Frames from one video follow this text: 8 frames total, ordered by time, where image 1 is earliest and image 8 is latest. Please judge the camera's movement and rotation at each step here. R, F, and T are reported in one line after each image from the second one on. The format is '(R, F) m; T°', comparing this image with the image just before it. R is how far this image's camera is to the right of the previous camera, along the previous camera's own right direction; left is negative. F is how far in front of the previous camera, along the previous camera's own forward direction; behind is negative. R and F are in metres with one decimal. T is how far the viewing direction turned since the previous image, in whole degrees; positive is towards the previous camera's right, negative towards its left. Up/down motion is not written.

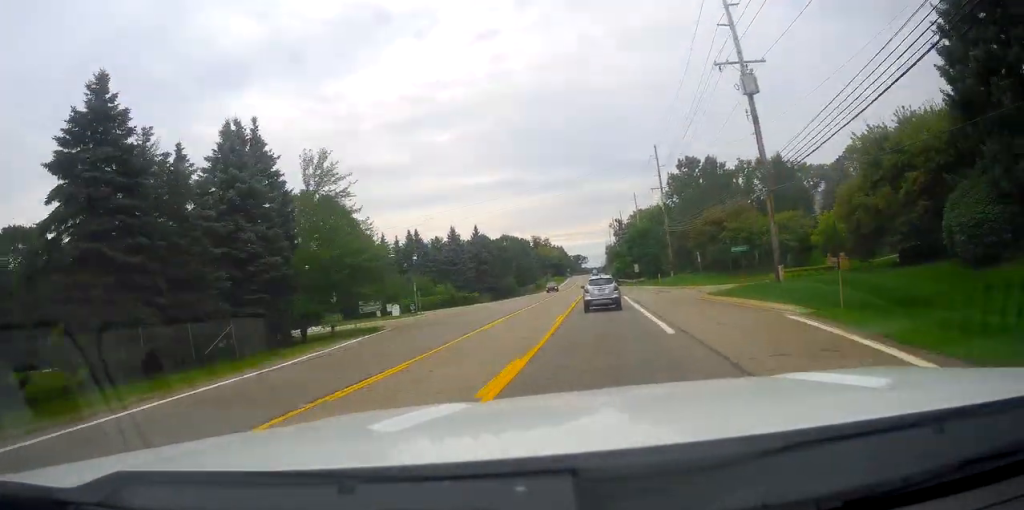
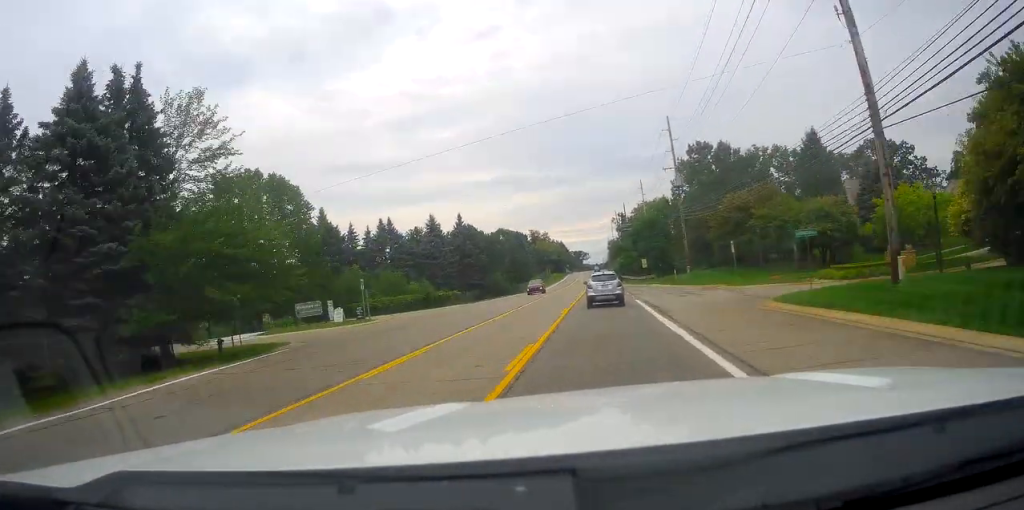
(0.0, +12.6) m; 0°
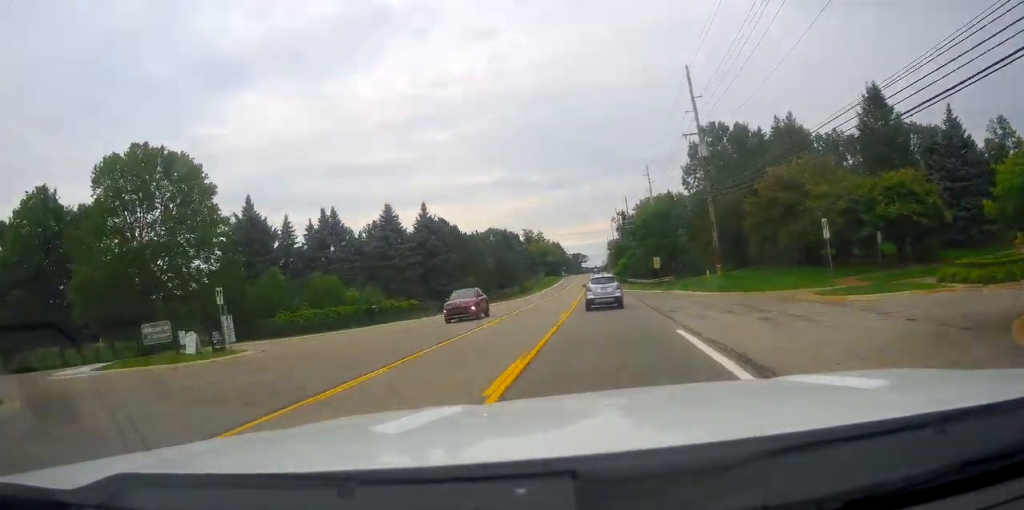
(0.0, +16.8) m; -1°
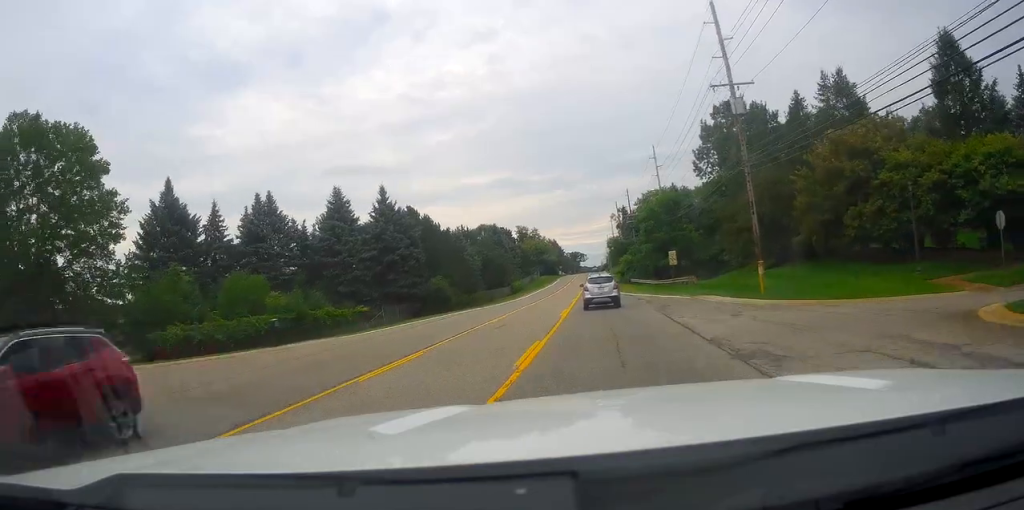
(-0.1, +12.9) m; 0°
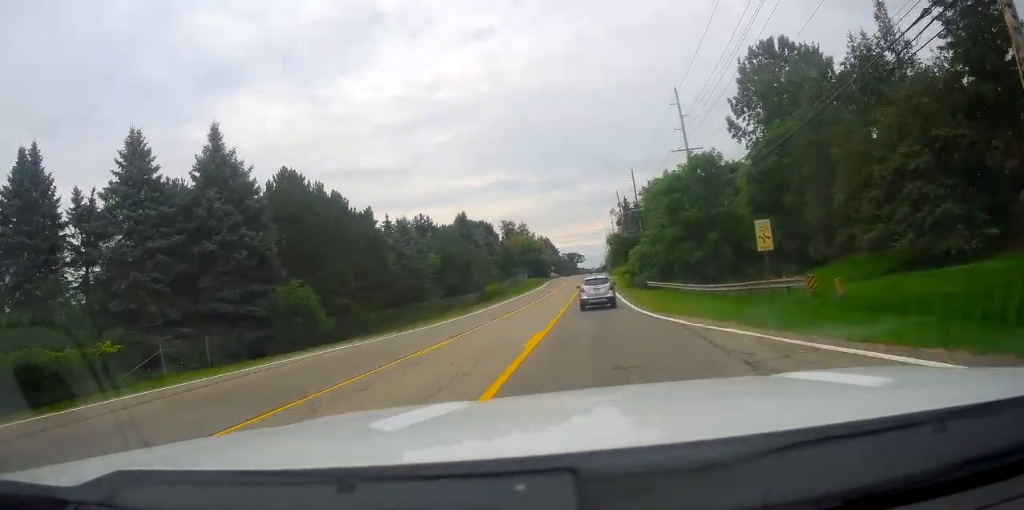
(0.0, +26.2) m; -1°
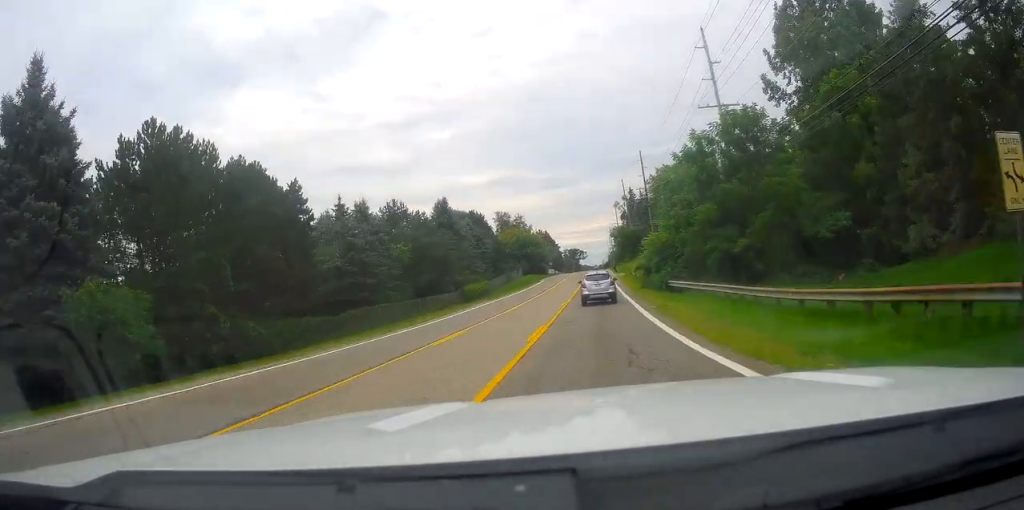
(0.0, +13.3) m; -1°
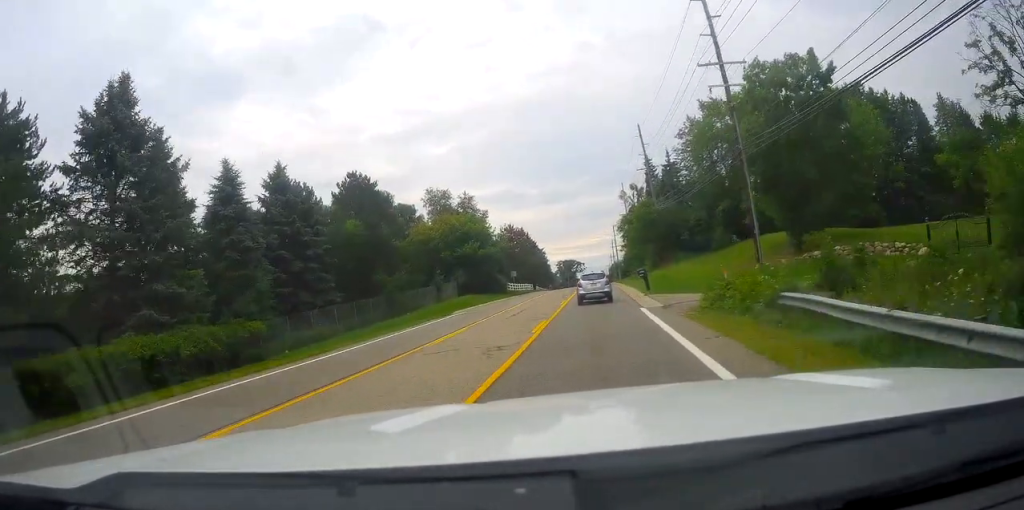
(+0.1, +58.0) m; +2°
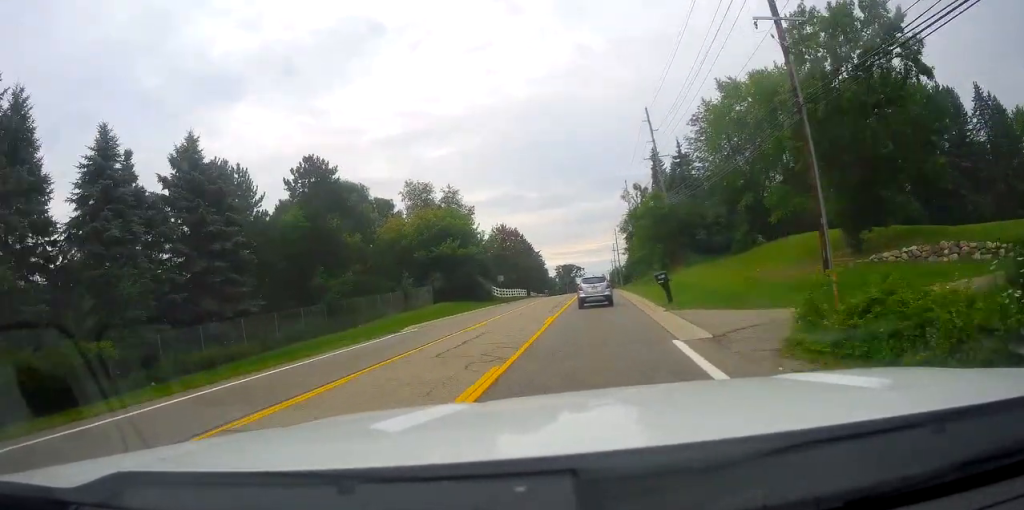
(-0.2, +10.3) m; 0°
